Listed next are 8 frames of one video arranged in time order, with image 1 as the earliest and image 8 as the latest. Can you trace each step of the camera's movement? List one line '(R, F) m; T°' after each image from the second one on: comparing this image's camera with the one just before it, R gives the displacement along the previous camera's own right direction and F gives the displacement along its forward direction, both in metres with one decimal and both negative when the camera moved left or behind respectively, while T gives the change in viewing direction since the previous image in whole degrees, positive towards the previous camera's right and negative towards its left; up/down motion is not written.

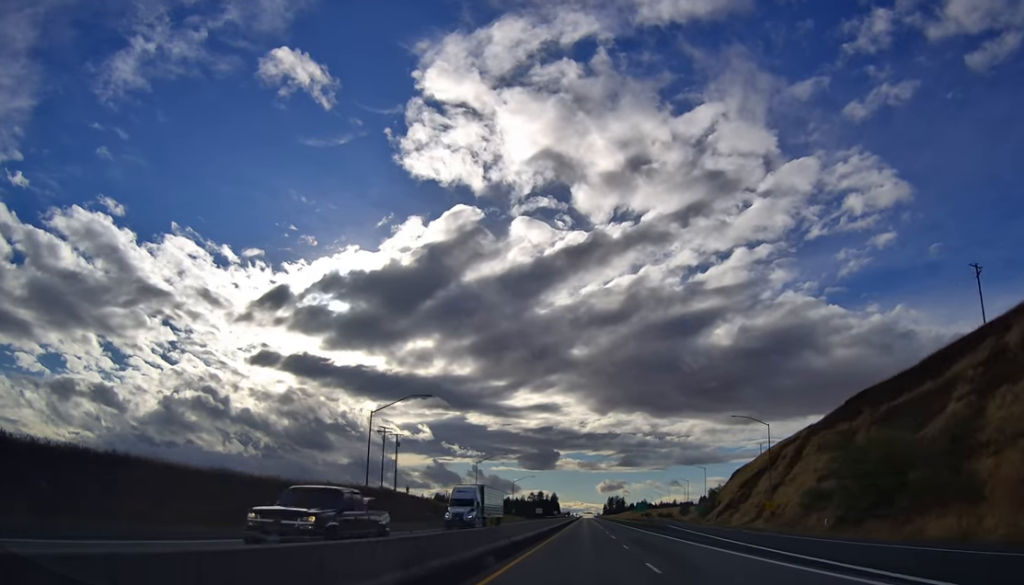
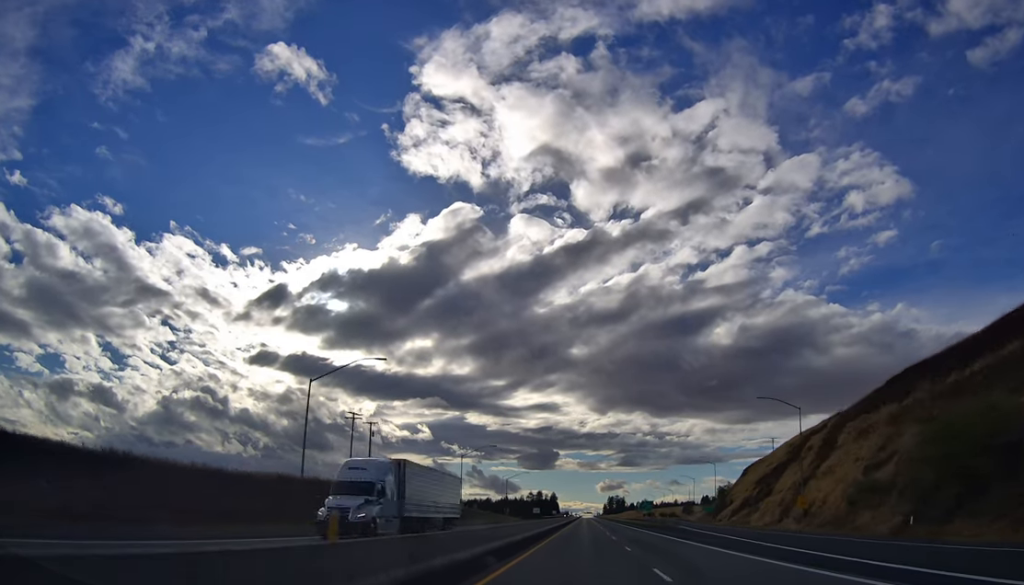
(0.0, +14.3) m; 0°
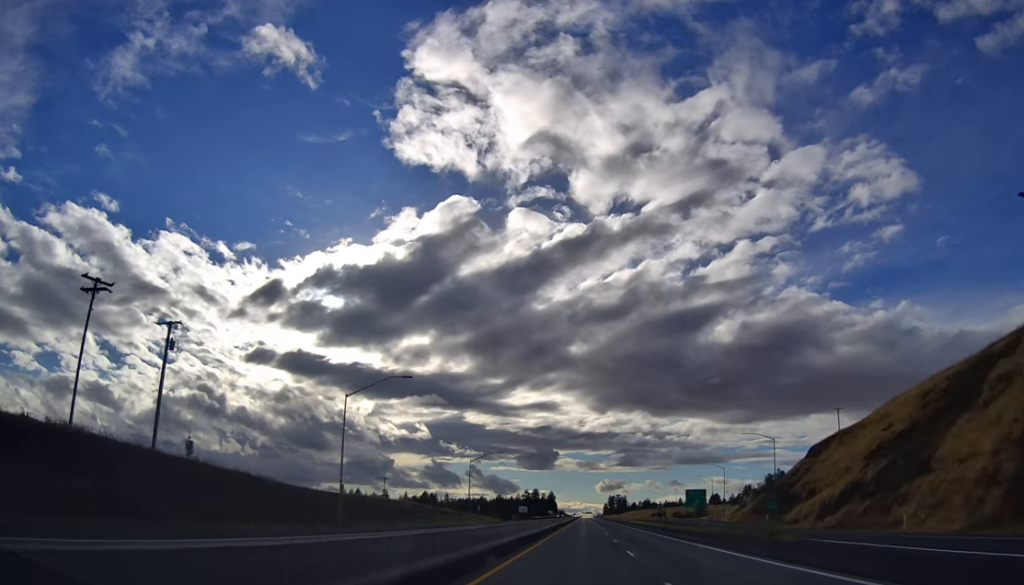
(-0.1, +52.6) m; +1°
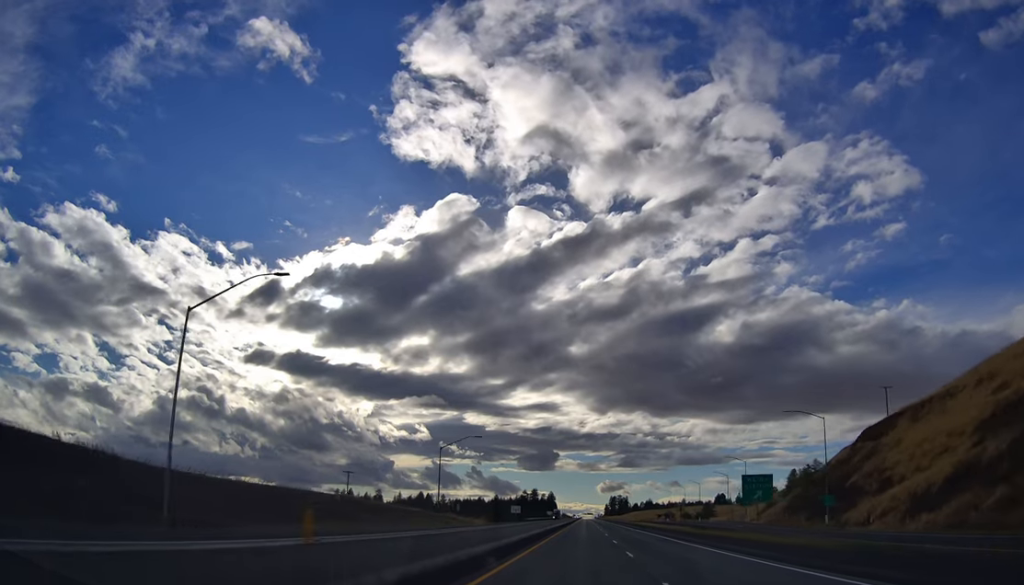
(0.0, +24.4) m; -1°
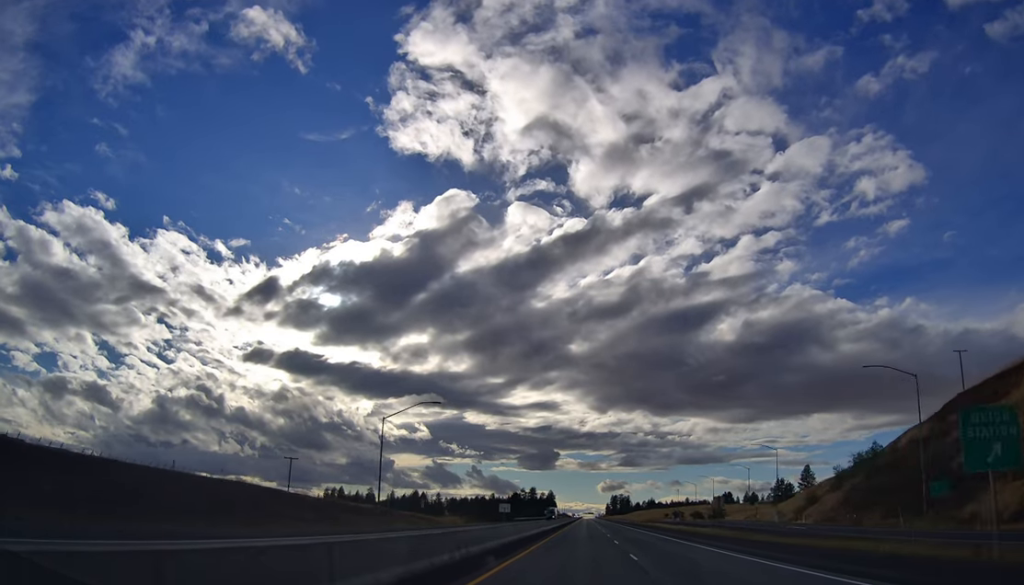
(-0.3, +26.7) m; -1°
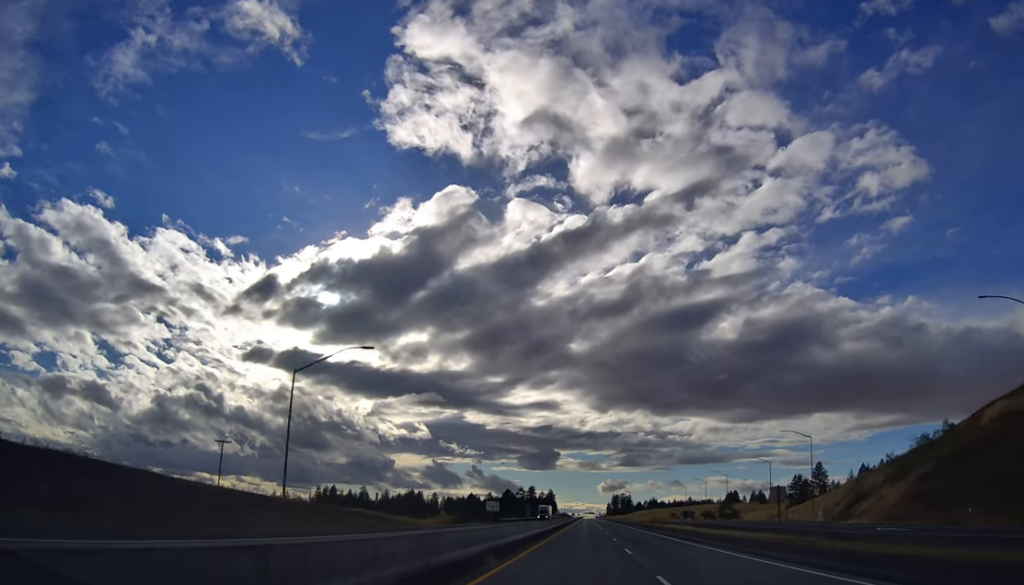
(-0.4, +21.2) m; 0°
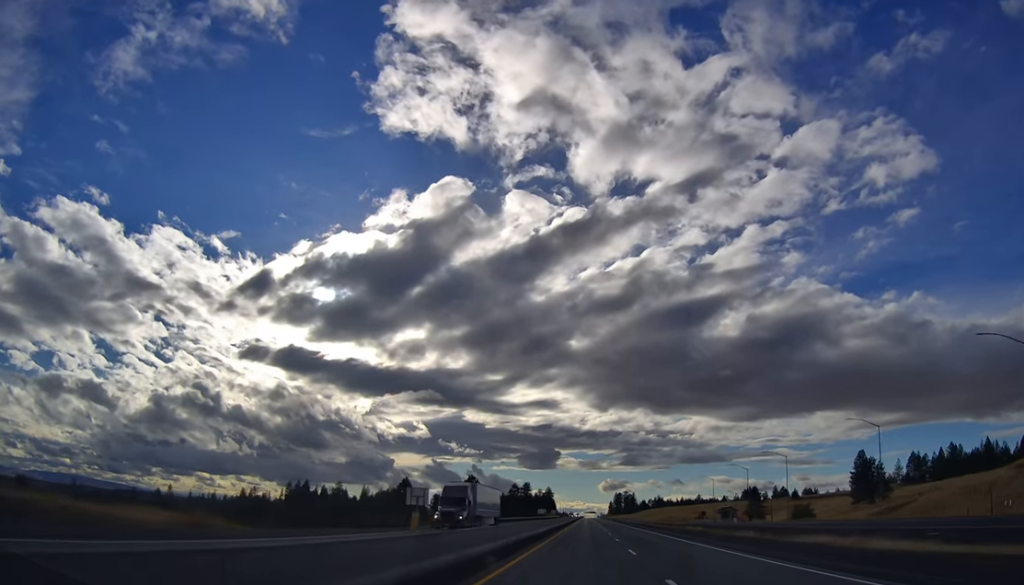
(+0.1, +62.4) m; +1°
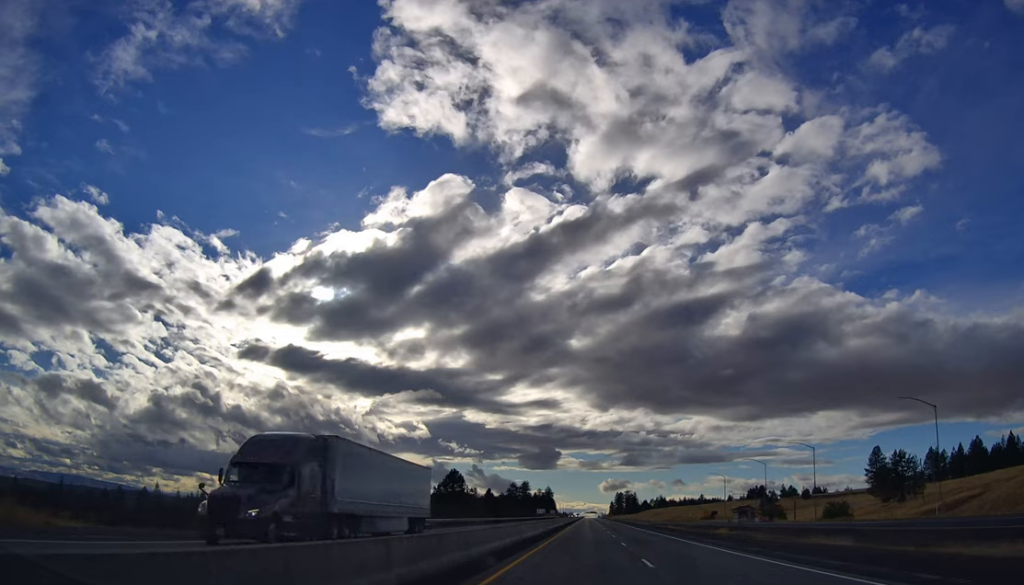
(+0.3, +17.9) m; 0°
